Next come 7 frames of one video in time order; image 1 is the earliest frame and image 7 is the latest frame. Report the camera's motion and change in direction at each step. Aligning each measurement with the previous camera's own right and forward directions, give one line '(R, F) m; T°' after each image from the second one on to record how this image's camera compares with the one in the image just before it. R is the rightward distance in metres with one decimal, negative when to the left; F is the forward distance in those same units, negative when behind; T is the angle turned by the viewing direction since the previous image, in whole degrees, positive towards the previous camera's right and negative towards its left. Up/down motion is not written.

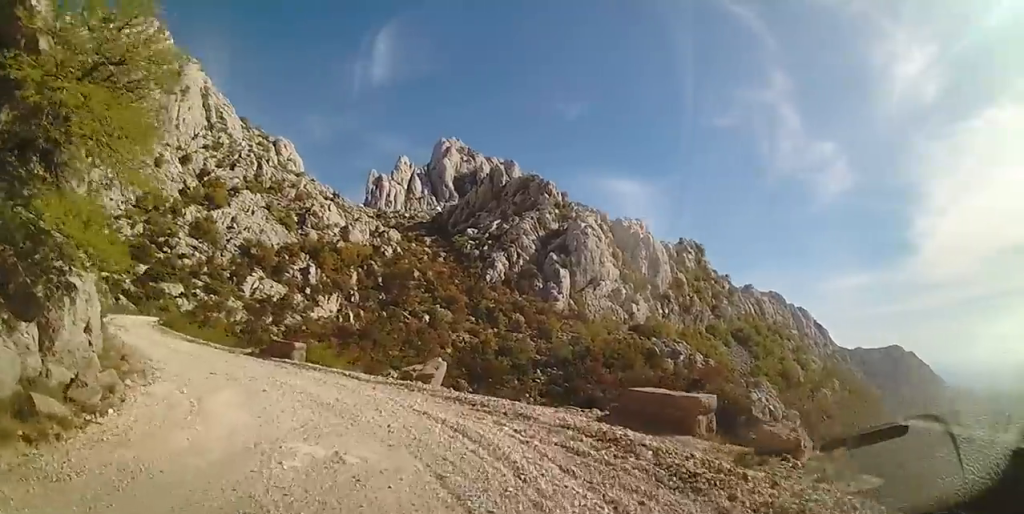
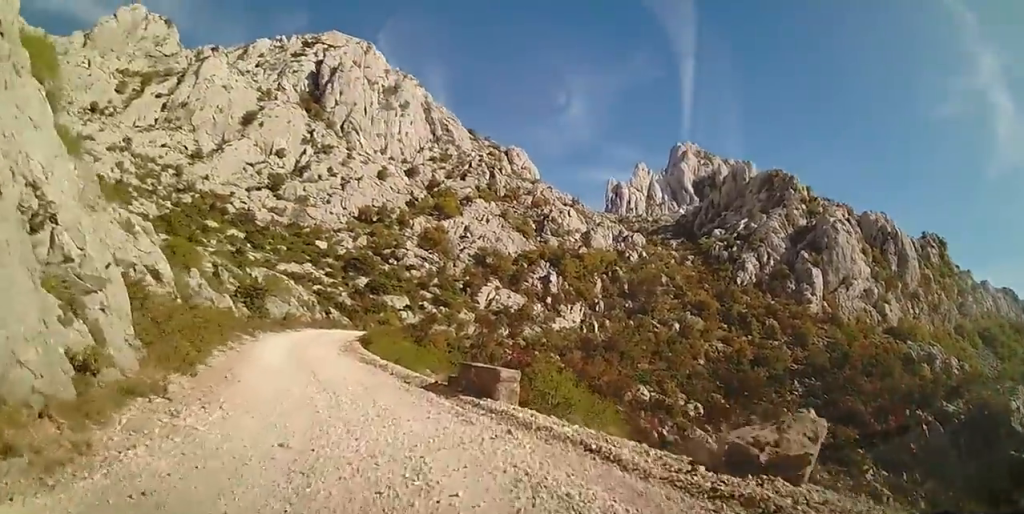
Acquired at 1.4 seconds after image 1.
(-1.0, +6.6) m; -21°
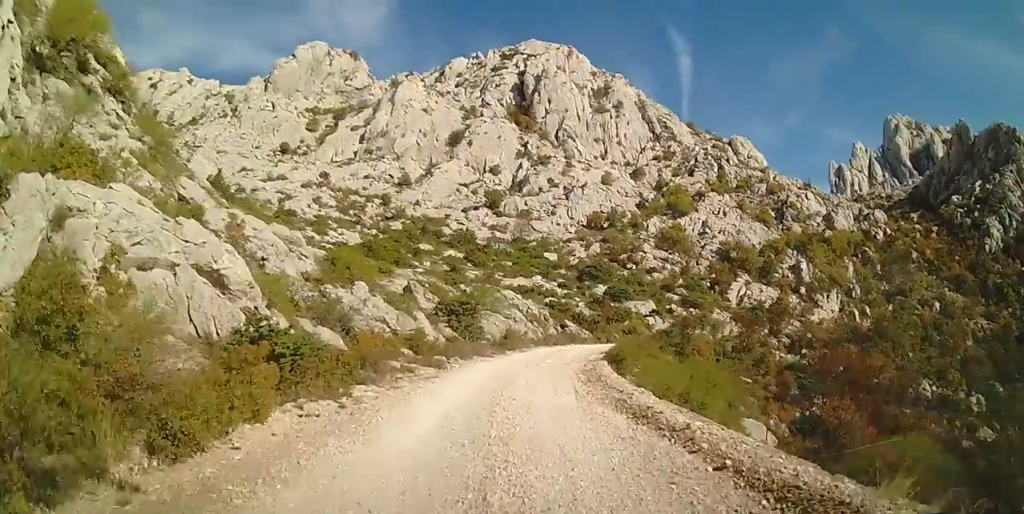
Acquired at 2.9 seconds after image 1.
(-1.9, +8.2) m; -20°
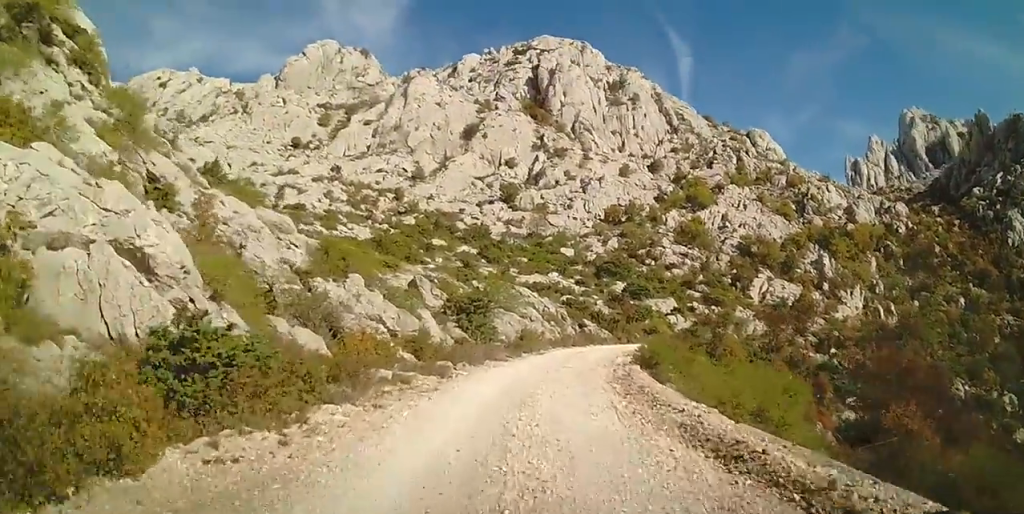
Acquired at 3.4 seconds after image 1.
(0.0, +2.6) m; -4°
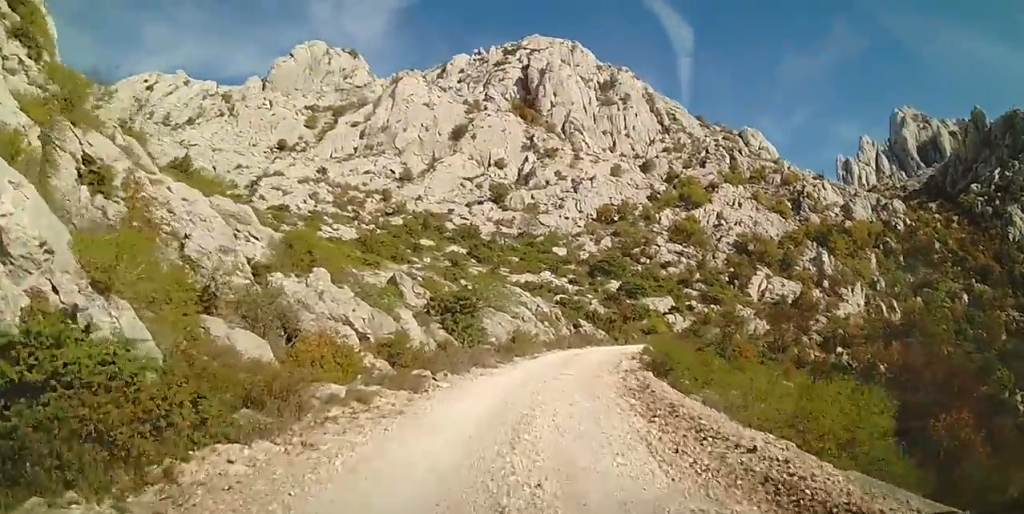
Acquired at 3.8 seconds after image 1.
(-0.2, +2.6) m; -1°
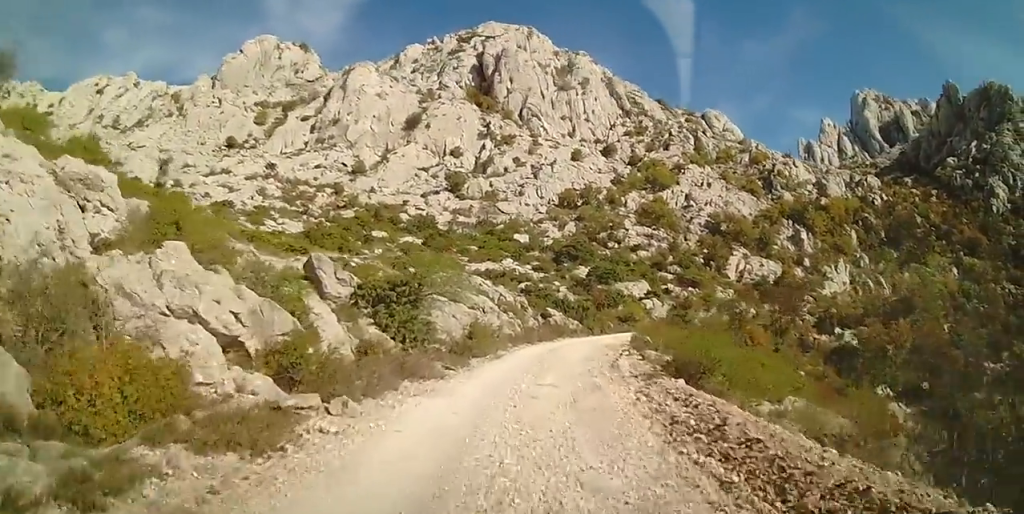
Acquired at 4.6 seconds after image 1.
(-0.2, +5.5) m; +1°
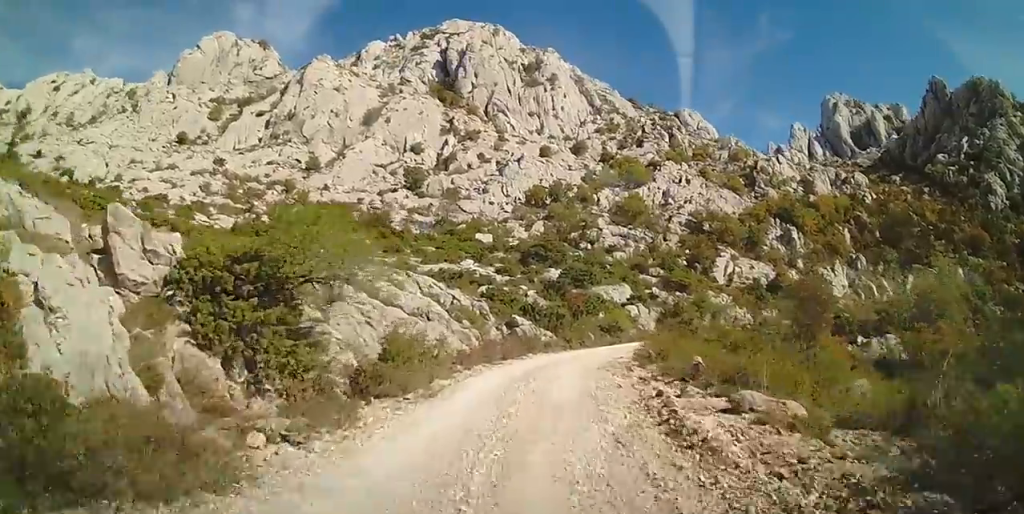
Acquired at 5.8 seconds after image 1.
(+0.7, +8.1) m; +7°
